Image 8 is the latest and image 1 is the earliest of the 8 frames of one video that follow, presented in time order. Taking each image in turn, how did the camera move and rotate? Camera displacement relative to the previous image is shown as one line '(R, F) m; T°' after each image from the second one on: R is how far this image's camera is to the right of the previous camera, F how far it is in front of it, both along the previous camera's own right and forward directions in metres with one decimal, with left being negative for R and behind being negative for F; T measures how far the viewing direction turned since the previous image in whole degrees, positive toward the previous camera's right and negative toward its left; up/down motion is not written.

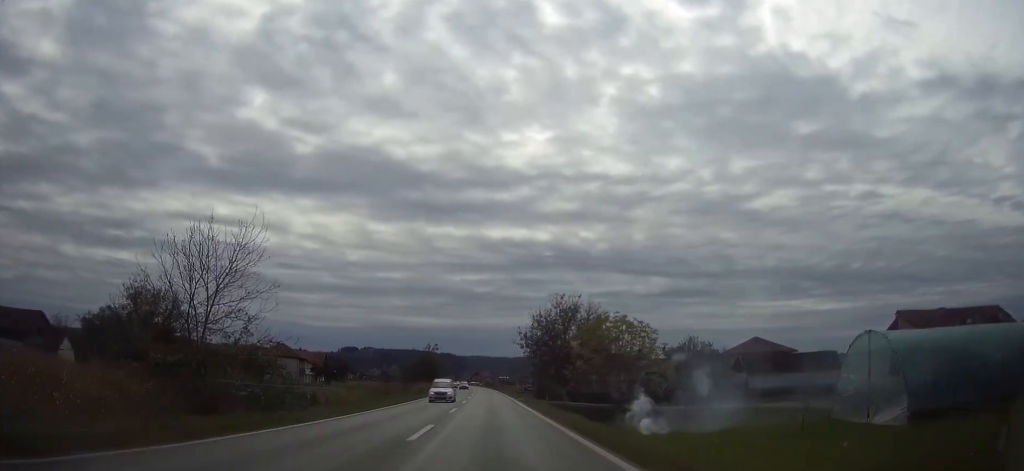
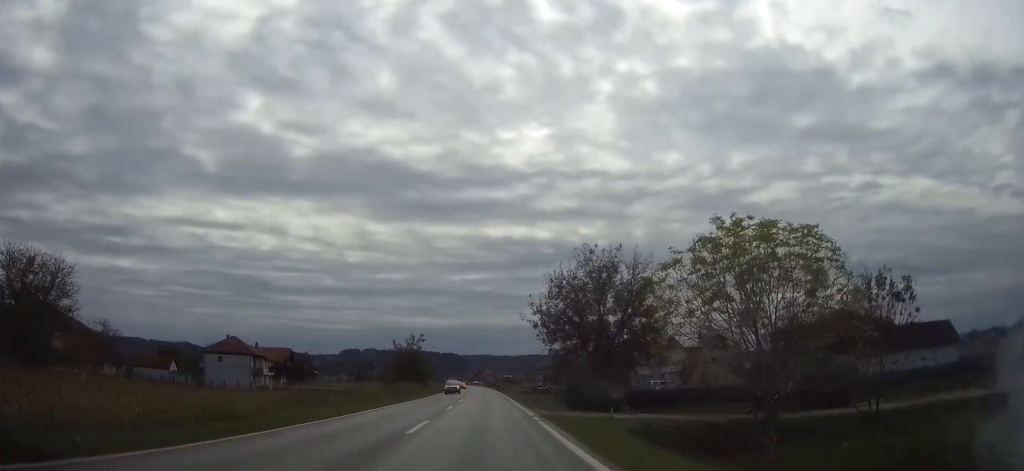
(0.0, +26.9) m; 0°
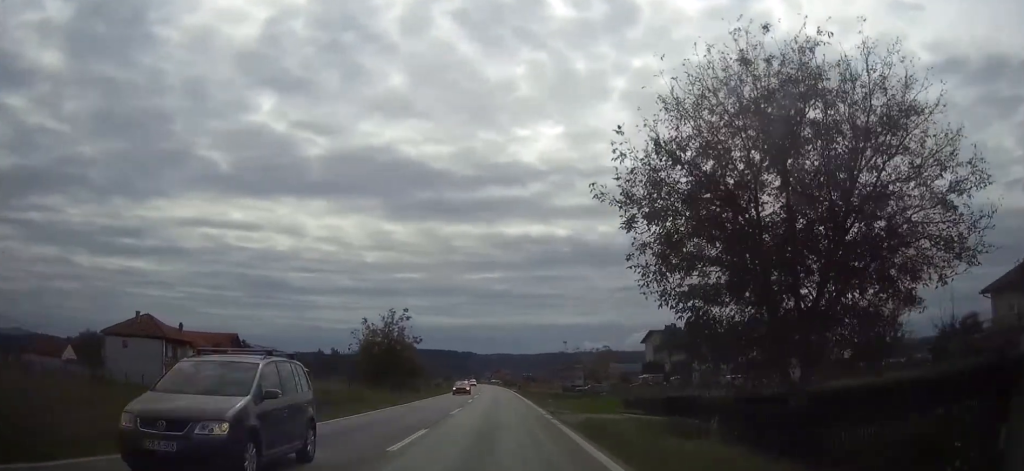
(-0.1, +35.0) m; -1°
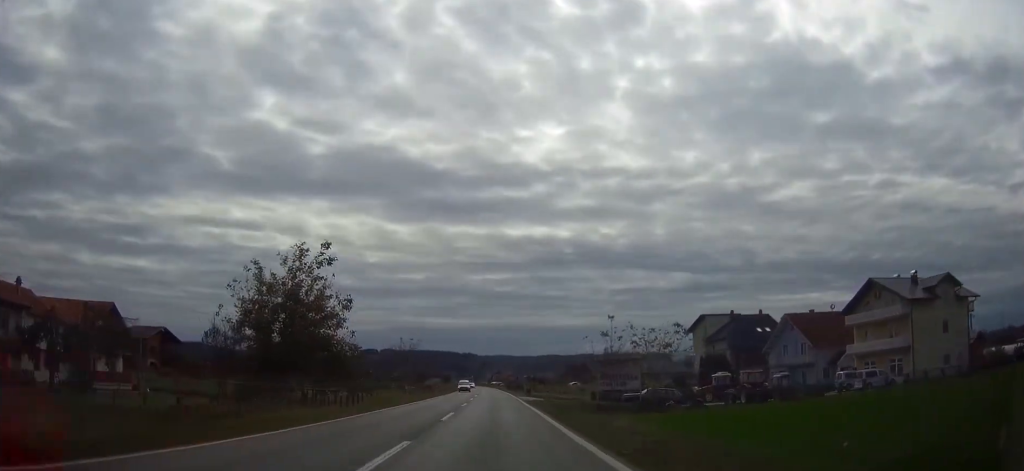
(-0.3, +32.8) m; -1°
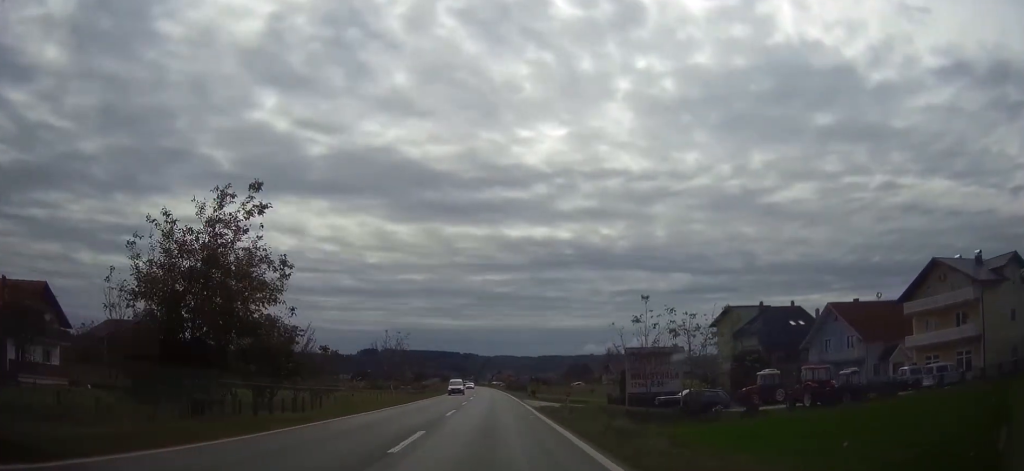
(-0.1, +11.4) m; 0°
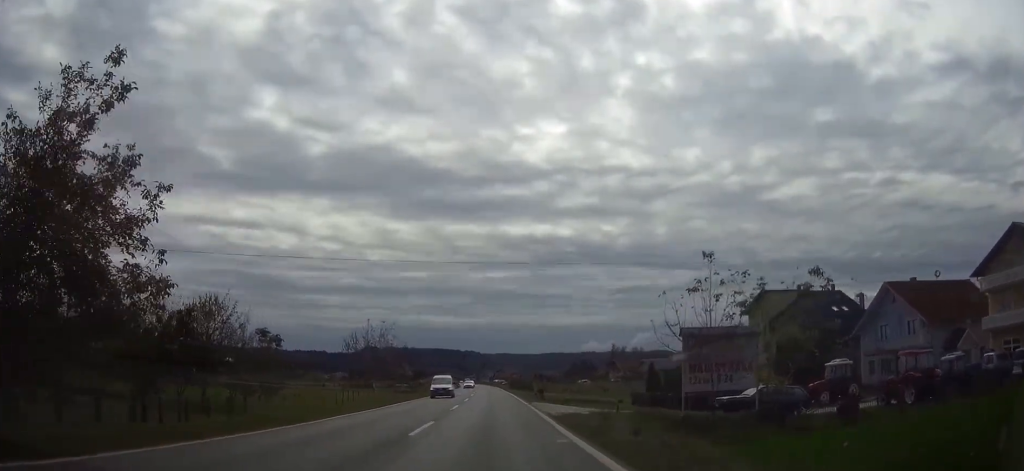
(+0.1, +11.3) m; 0°
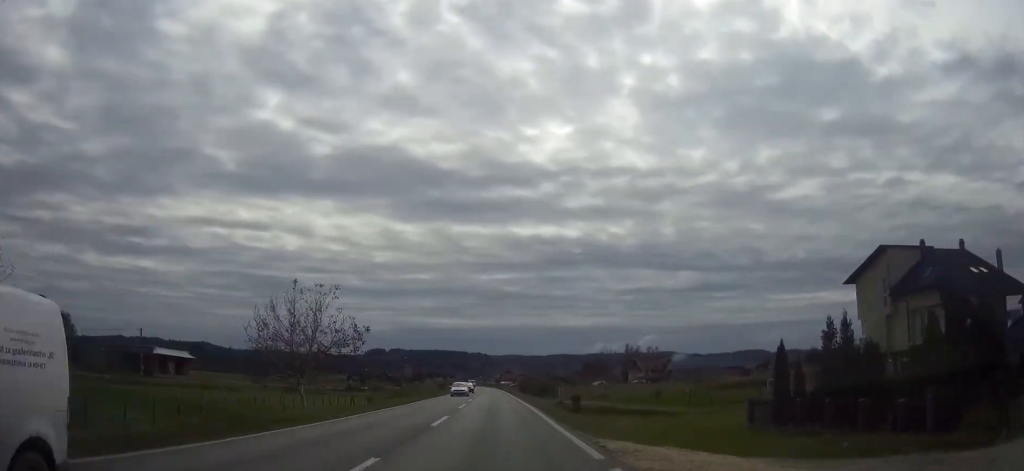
(+0.1, +24.6) m; 0°
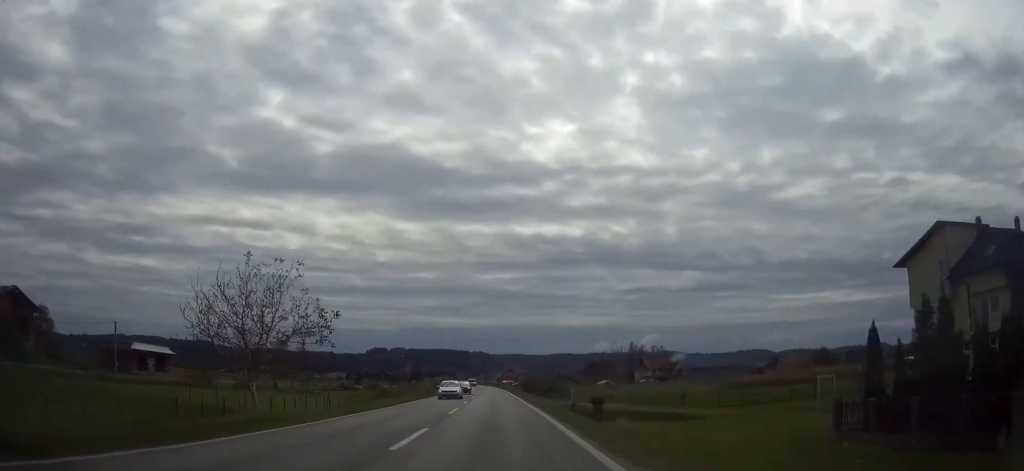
(0.0, +8.0) m; 0°
